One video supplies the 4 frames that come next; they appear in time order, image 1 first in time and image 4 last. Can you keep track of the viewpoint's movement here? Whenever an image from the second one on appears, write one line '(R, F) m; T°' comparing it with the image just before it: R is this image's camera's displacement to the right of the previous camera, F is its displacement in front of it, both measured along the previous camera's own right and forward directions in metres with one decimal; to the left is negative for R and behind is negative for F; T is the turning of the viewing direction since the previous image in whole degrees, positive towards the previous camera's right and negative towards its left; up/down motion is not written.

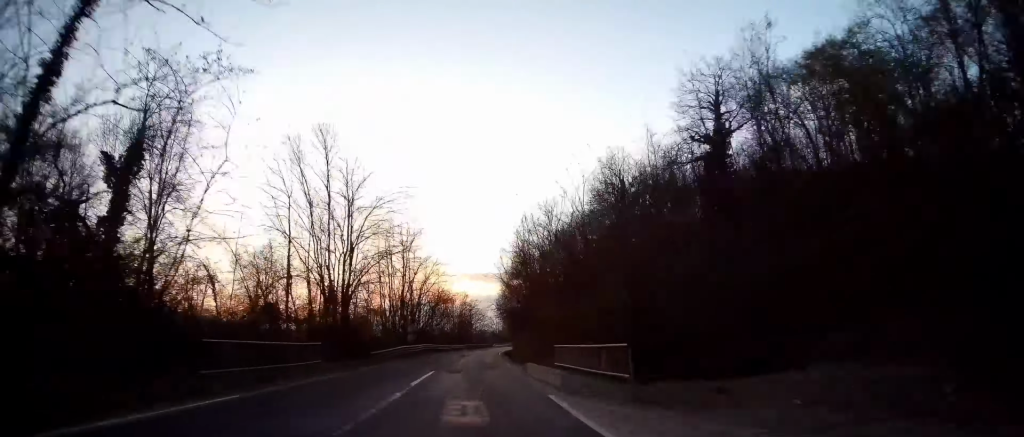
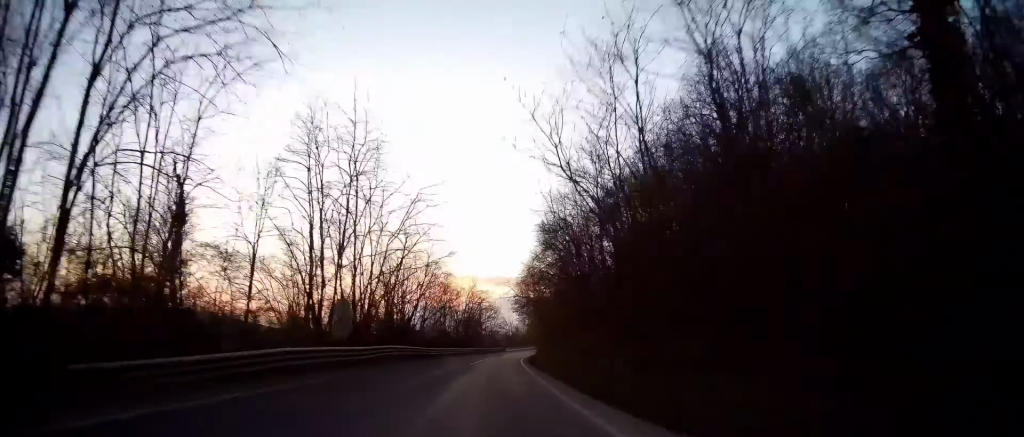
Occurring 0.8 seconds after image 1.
(-0.1, +26.3) m; -1°
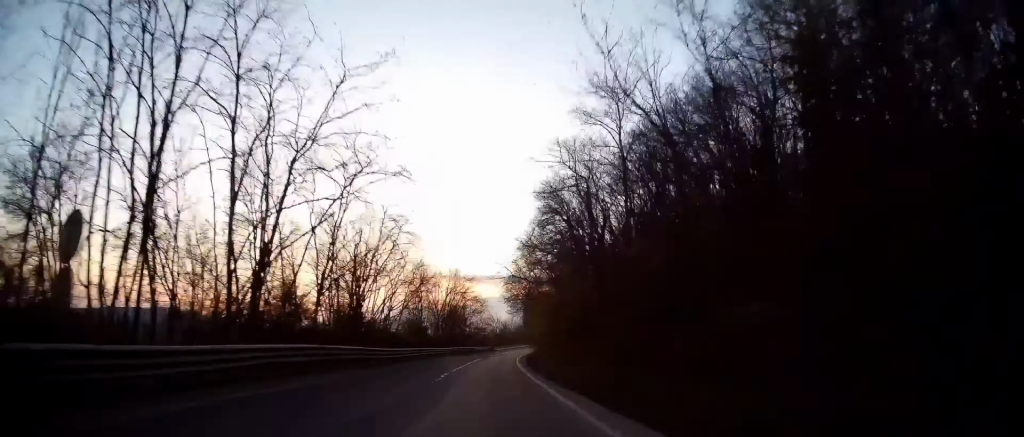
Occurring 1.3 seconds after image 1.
(-0.2, +14.7) m; 0°
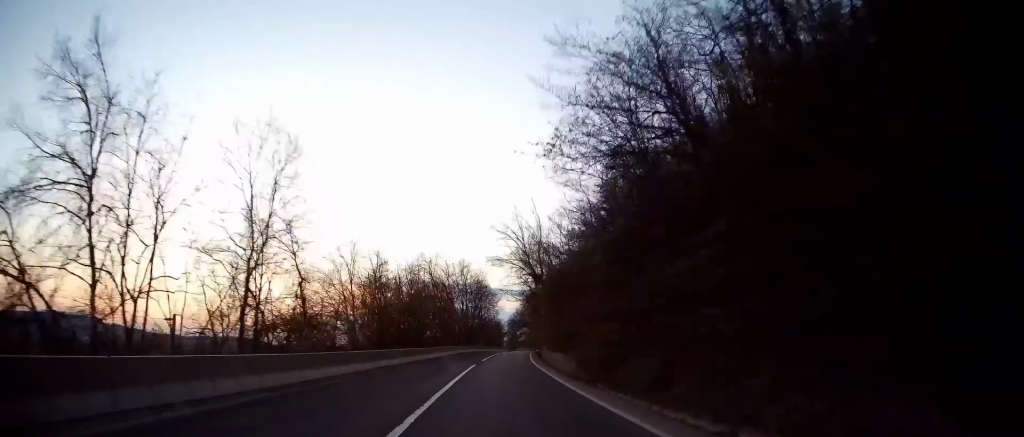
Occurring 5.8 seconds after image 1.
(+8.1, +141.1) m; +9°
